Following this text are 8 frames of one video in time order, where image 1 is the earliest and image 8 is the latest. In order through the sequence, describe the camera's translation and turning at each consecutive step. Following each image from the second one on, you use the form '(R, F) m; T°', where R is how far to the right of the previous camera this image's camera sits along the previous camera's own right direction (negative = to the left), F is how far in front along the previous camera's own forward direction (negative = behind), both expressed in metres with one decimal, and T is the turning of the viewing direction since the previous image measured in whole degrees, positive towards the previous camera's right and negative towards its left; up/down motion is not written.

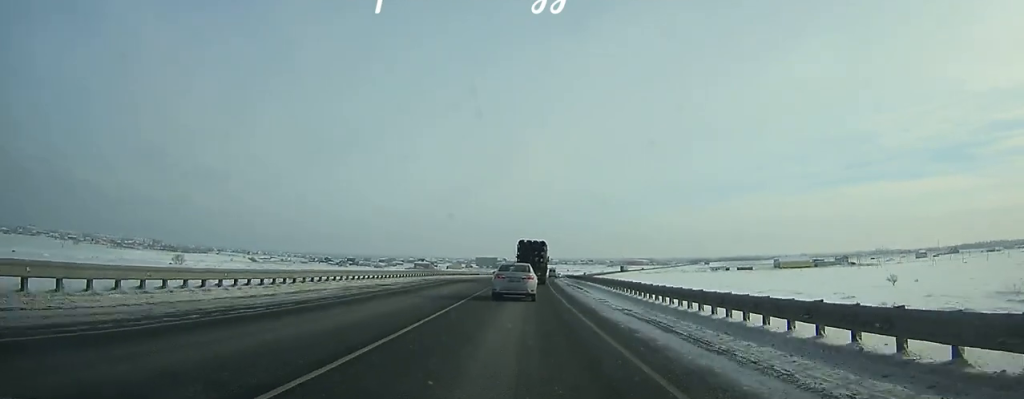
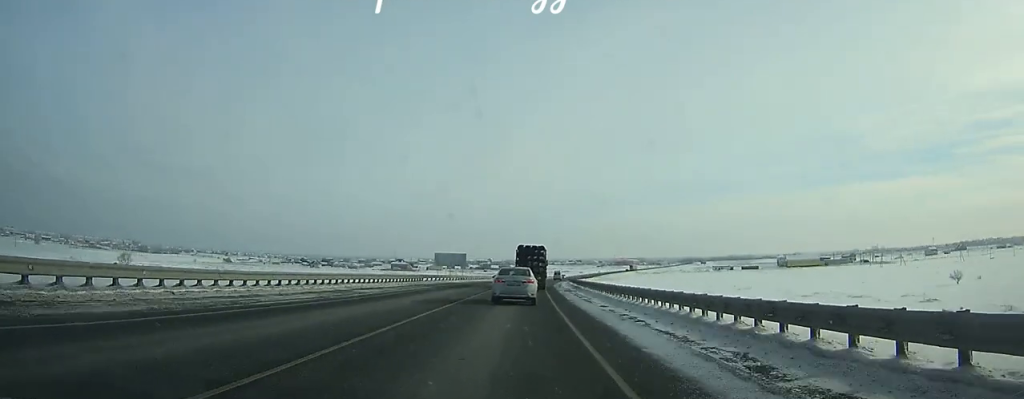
(+0.4, +39.2) m; +1°
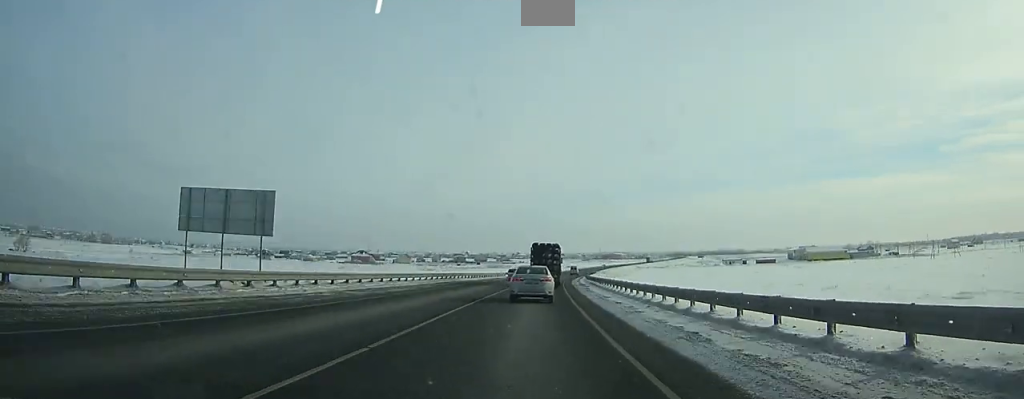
(+1.5, +62.3) m; +3°
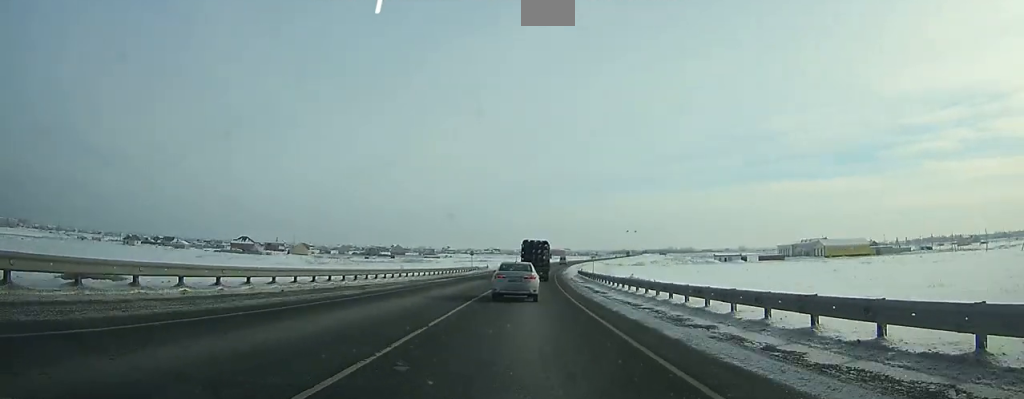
(+5.2, +95.5) m; +6°
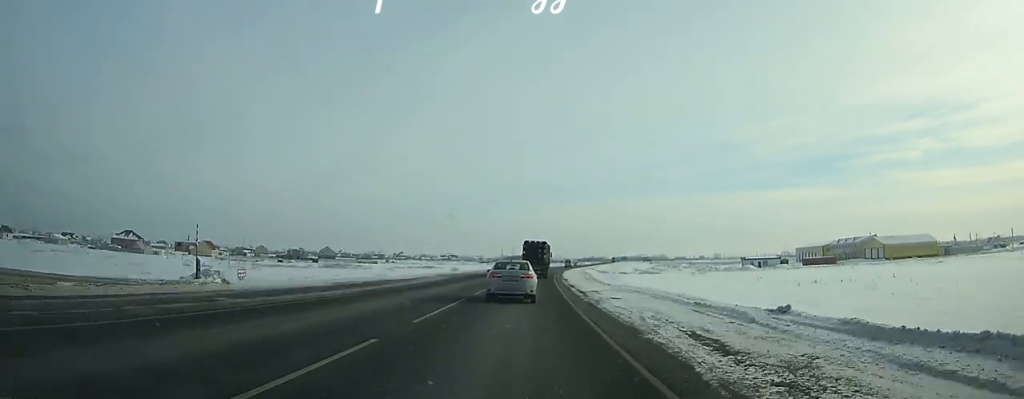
(+2.5, +78.8) m; +4°
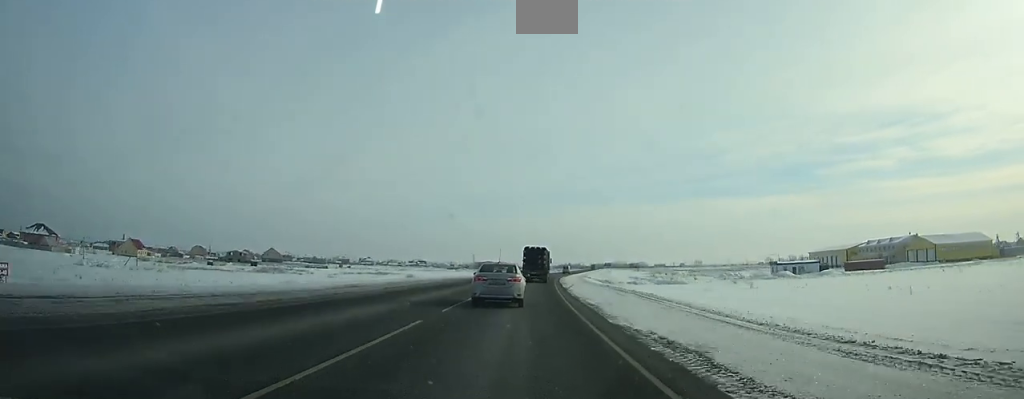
(+1.0, +43.4) m; +2°
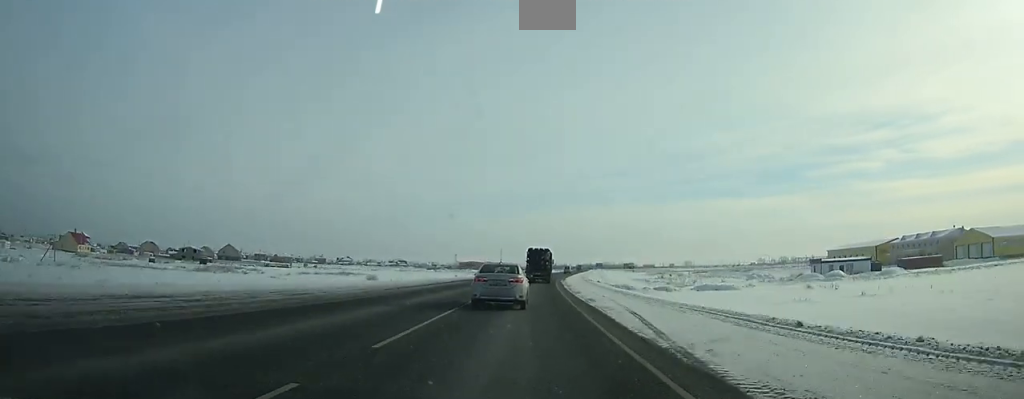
(+0.6, +31.1) m; +2°
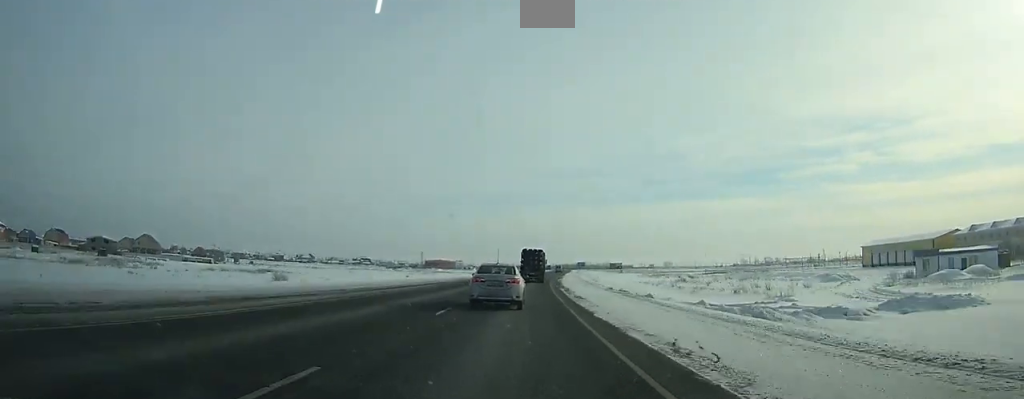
(+1.0, +46.6) m; +2°
